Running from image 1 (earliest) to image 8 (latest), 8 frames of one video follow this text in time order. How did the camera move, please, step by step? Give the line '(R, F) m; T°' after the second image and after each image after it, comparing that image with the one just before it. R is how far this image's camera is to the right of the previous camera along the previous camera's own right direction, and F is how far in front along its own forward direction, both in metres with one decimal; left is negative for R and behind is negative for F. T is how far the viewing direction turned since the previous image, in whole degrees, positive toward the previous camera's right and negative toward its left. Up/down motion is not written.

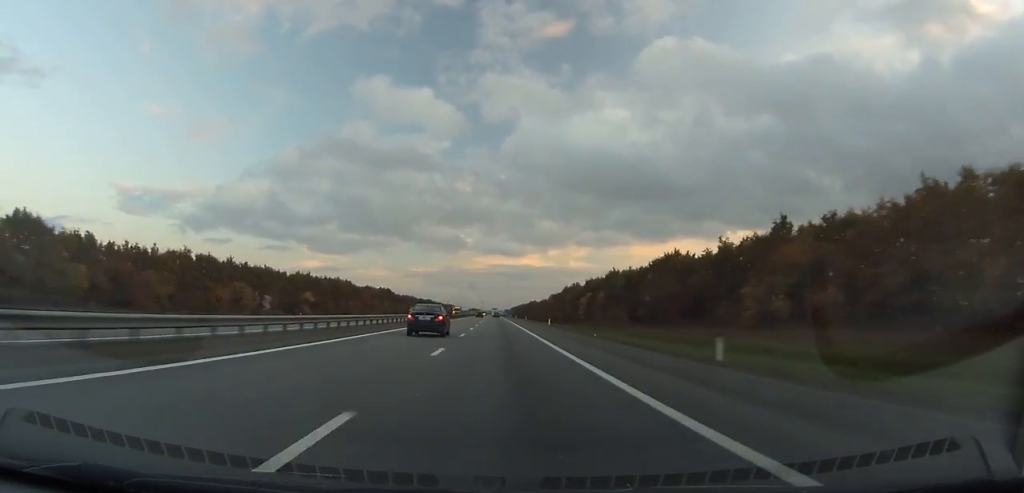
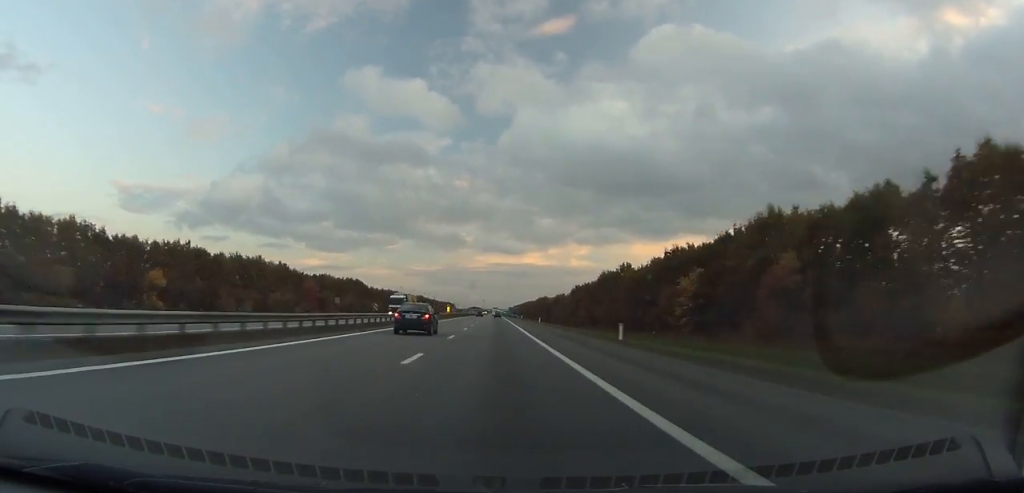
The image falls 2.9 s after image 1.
(-0.3, +89.0) m; 0°
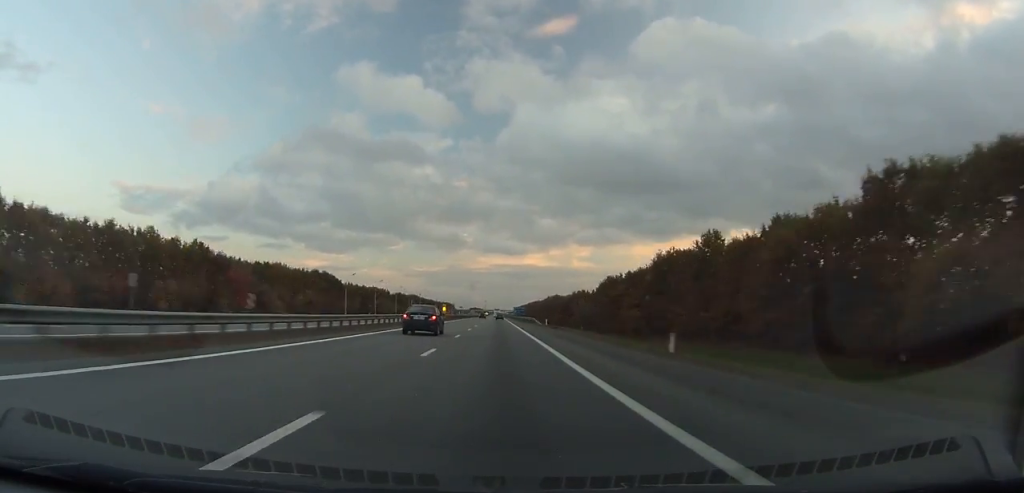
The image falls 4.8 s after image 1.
(-0.1, +57.9) m; 0°
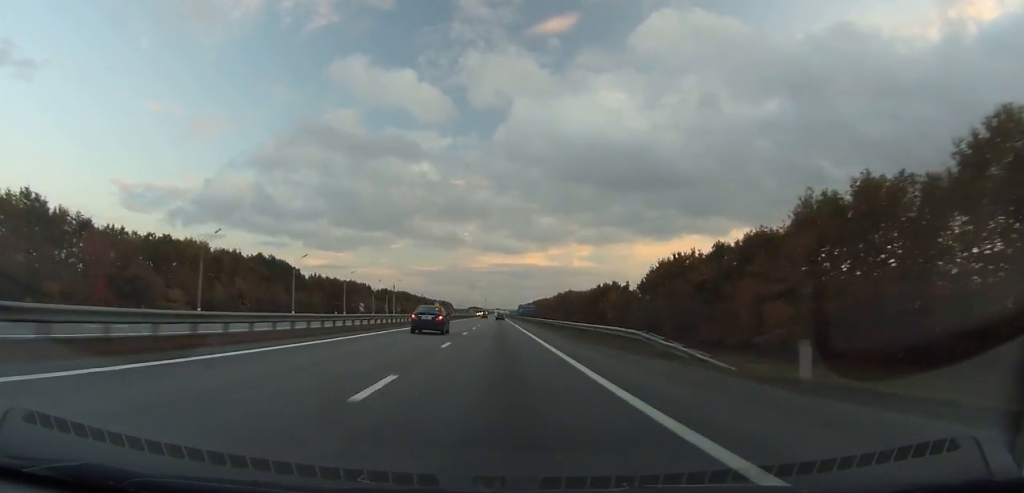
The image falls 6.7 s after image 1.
(0.0, +57.8) m; 0°
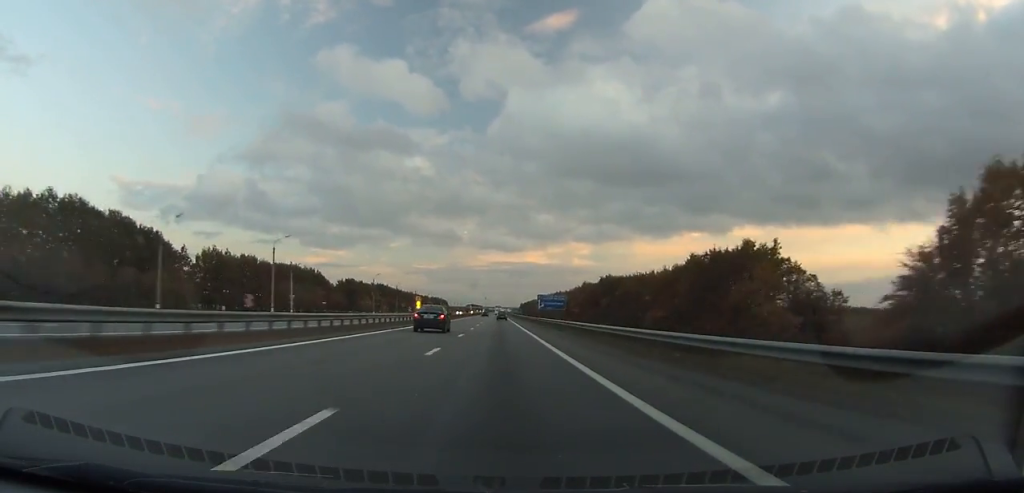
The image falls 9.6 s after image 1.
(-0.1, +88.3) m; 0°
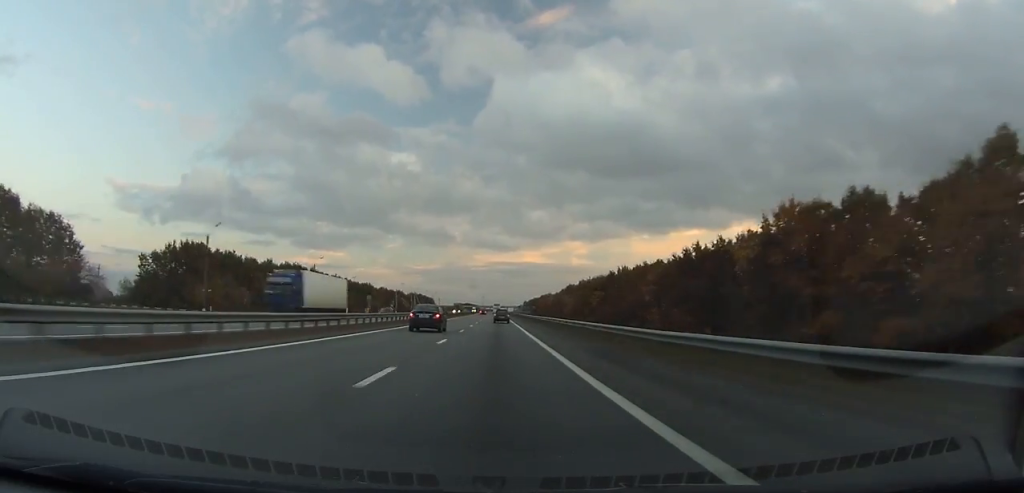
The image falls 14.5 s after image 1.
(0.0, +148.1) m; 0°
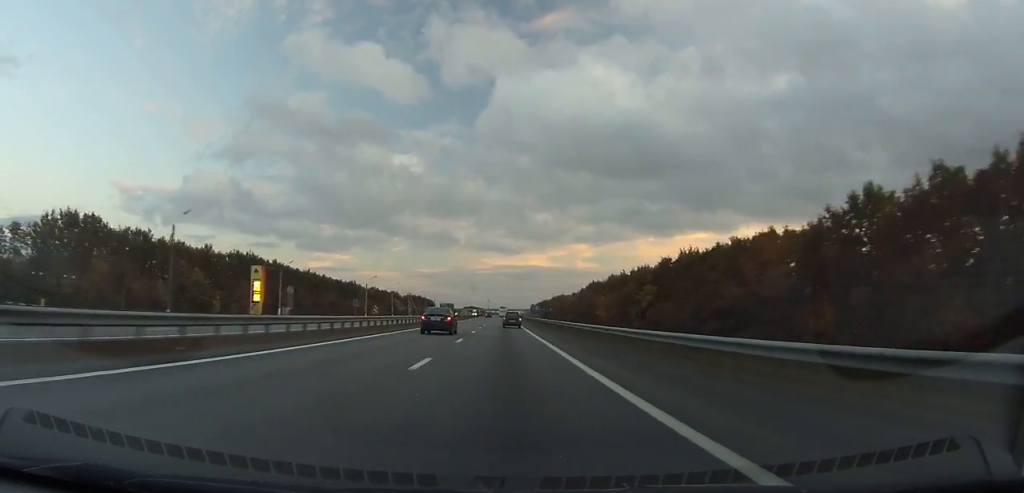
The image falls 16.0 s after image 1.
(0.0, +44.3) m; 0°
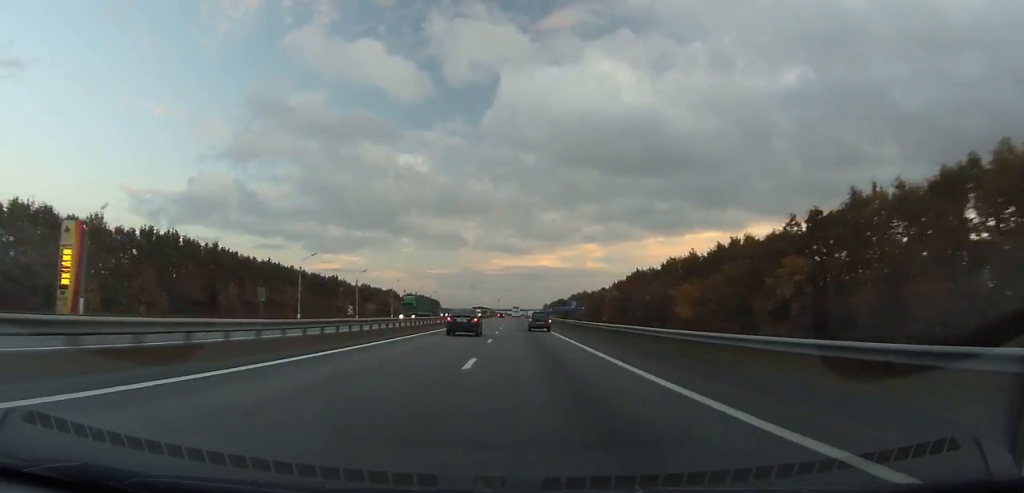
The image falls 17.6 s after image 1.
(-0.2, +46.4) m; 0°
